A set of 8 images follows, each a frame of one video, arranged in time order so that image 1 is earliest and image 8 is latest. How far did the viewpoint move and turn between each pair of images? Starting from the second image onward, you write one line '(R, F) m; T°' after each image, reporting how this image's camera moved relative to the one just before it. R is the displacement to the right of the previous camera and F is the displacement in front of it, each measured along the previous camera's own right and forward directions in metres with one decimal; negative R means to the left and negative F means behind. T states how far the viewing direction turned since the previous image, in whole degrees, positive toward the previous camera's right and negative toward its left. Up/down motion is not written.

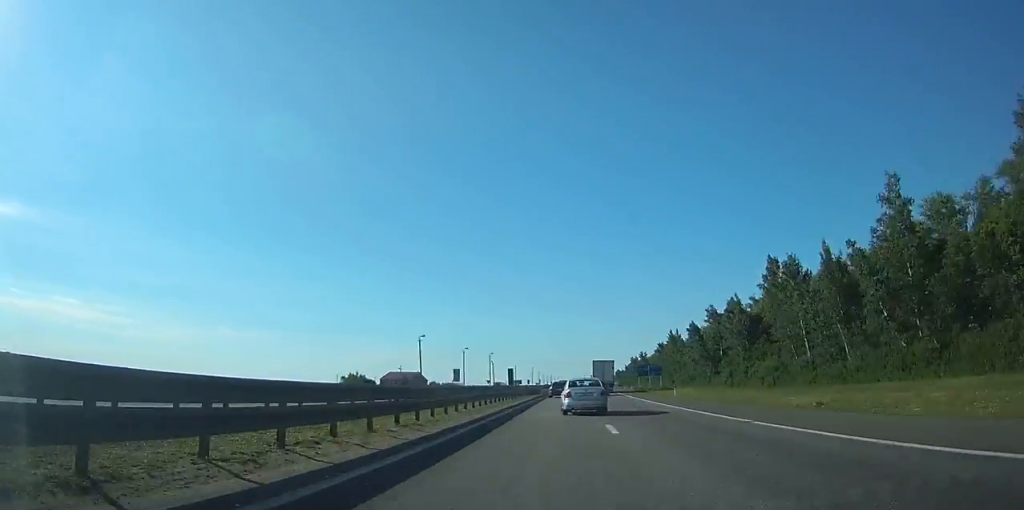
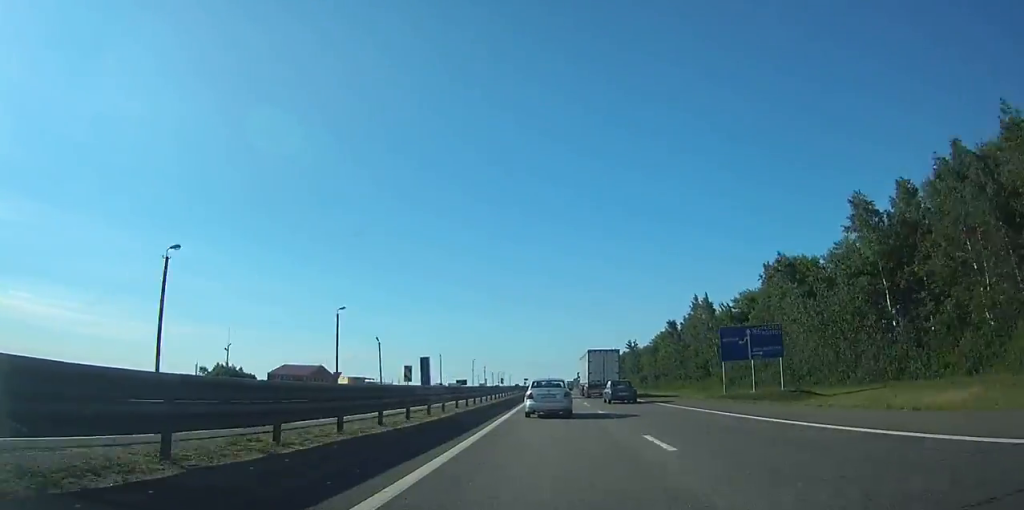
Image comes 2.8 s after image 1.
(+1.1, +89.2) m; +2°
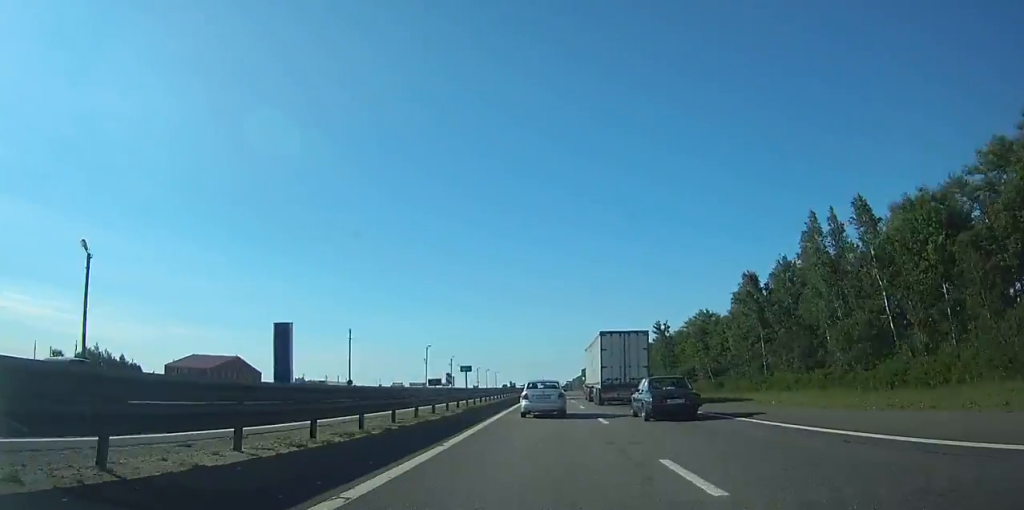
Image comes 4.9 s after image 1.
(+1.3, +66.8) m; +1°
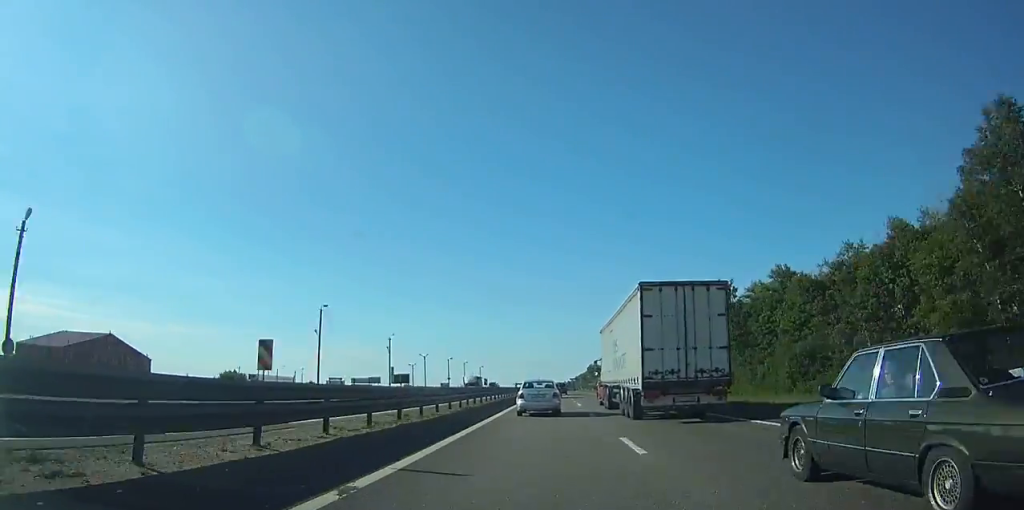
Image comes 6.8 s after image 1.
(0.0, +61.1) m; 0°
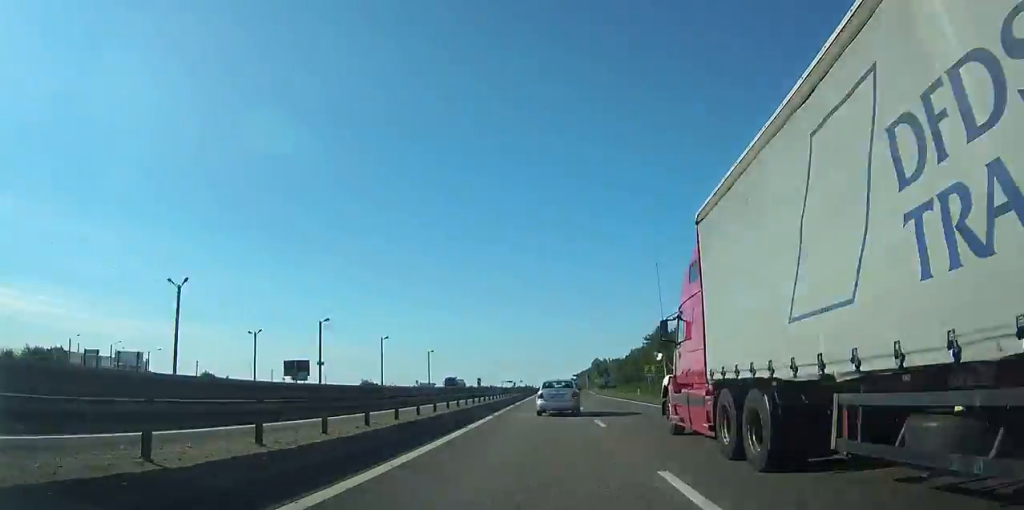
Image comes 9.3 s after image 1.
(0.0, +82.2) m; 0°
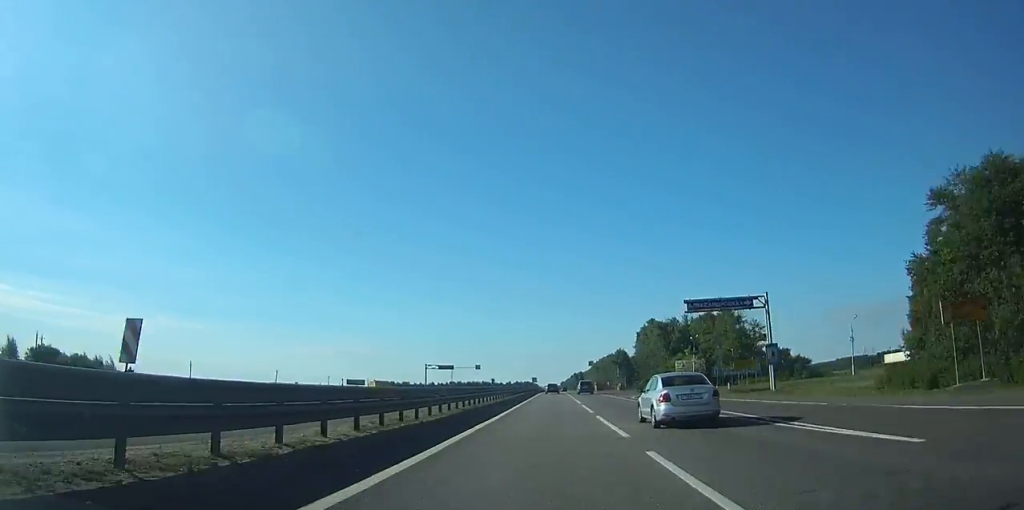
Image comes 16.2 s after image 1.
(-0.5, +219.7) m; 0°
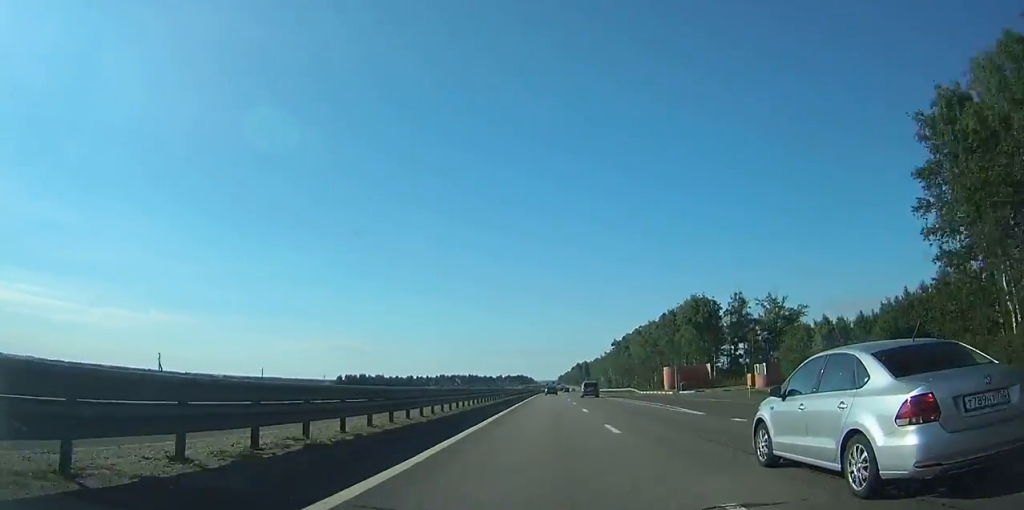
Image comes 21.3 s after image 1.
(+0.3, +153.3) m; 0°
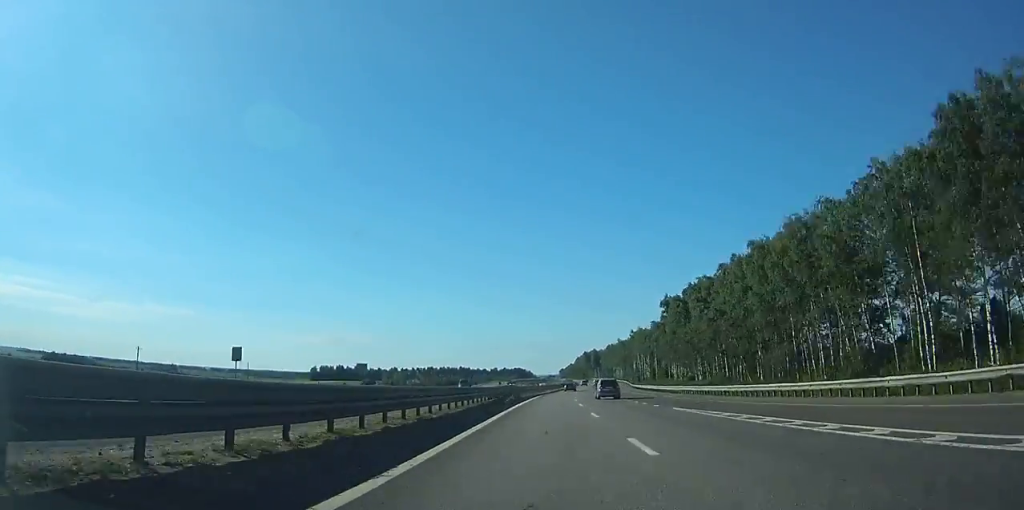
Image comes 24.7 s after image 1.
(+0.3, +105.4) m; +1°
